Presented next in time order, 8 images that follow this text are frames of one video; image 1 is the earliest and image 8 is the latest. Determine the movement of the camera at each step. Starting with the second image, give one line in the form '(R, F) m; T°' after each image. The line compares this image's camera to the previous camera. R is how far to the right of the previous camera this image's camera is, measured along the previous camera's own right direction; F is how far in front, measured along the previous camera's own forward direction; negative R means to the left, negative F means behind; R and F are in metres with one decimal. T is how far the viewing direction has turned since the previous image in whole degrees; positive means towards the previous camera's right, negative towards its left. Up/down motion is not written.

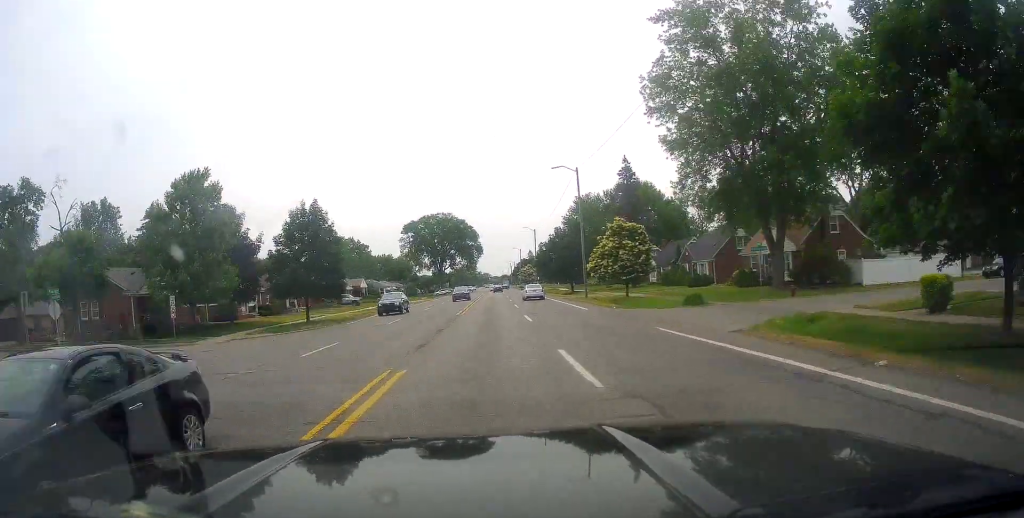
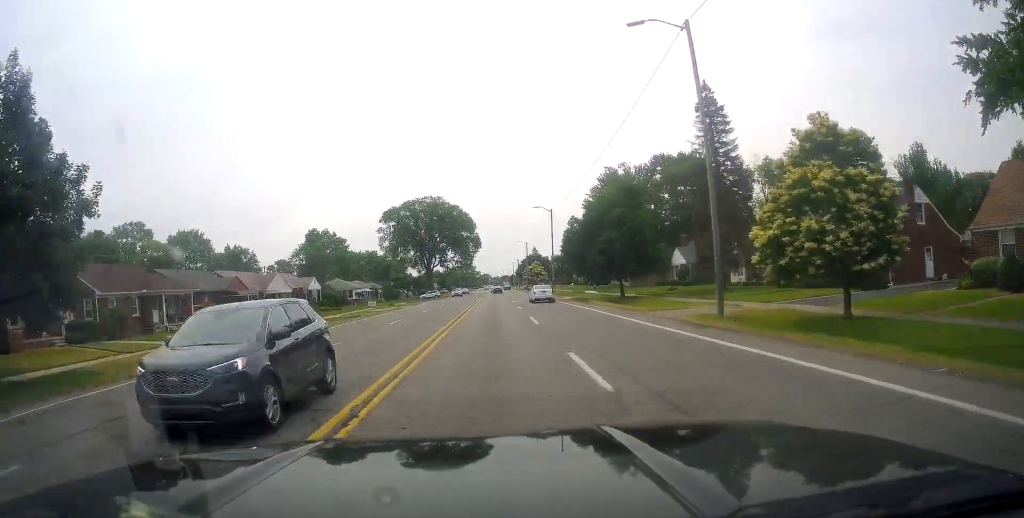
(-0.6, +31.6) m; 0°
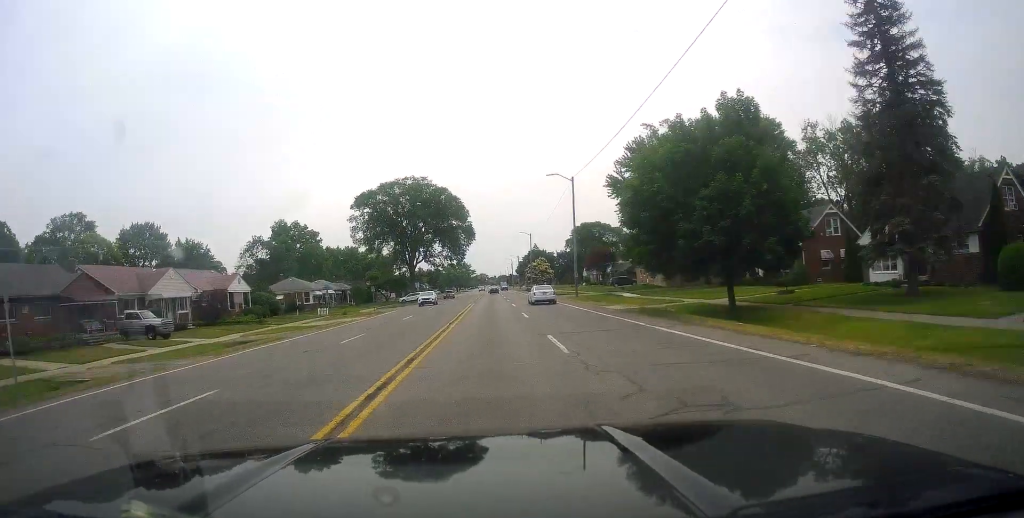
(+0.8, +24.7) m; 0°
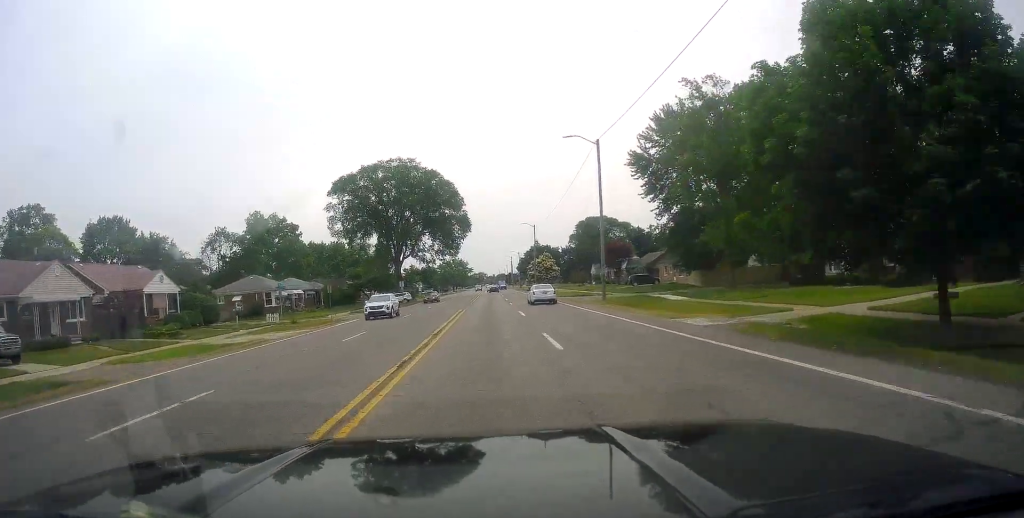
(-0.5, +14.8) m; -1°
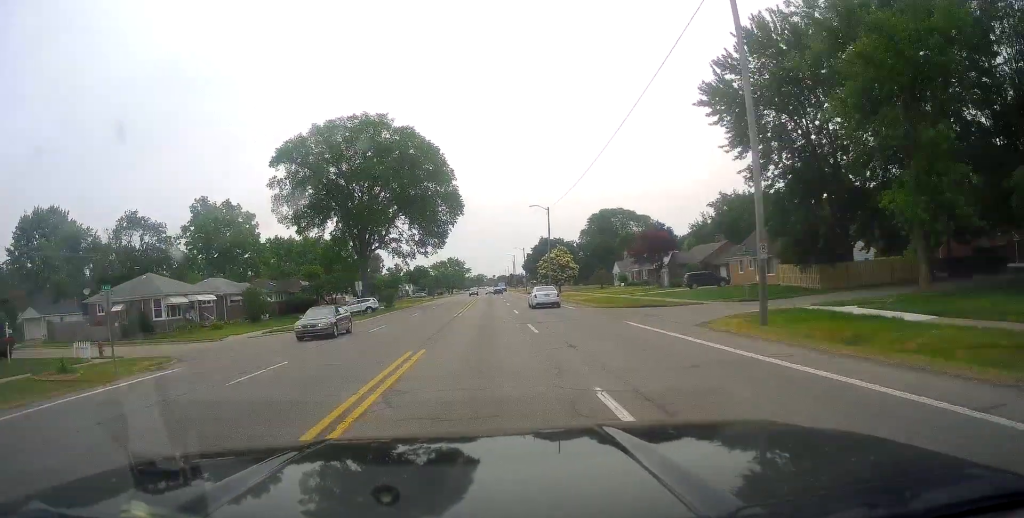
(0.0, +25.4) m; +1°
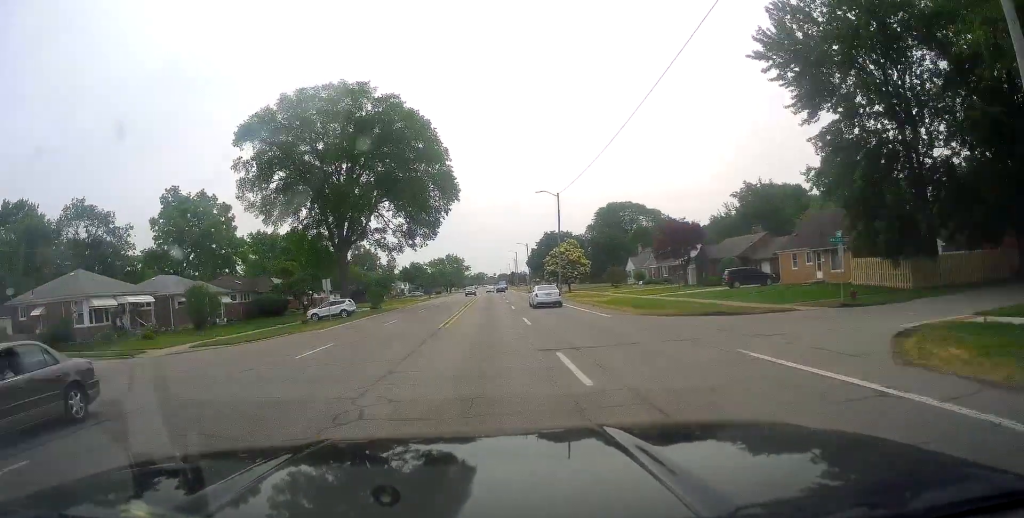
(0.0, +10.7) m; 0°
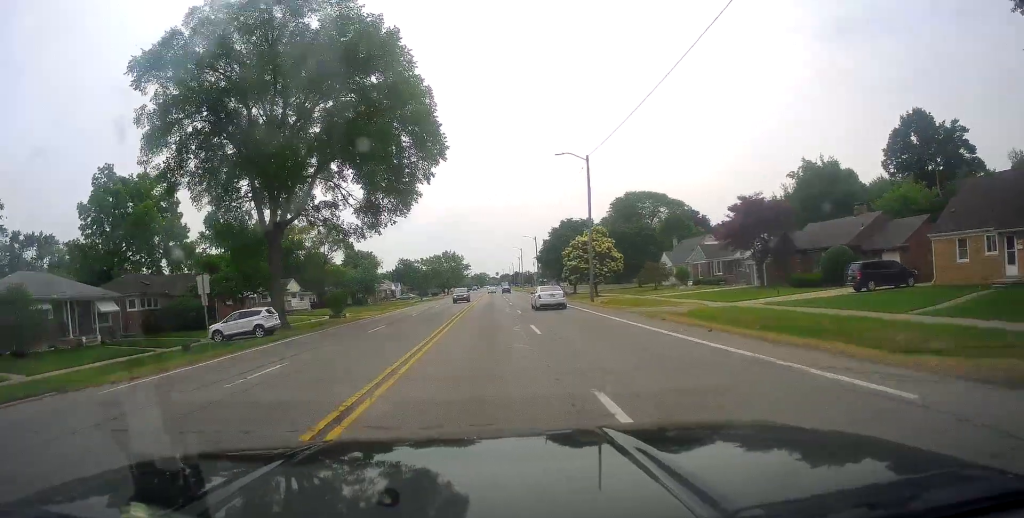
(0.0, +19.4) m; 0°
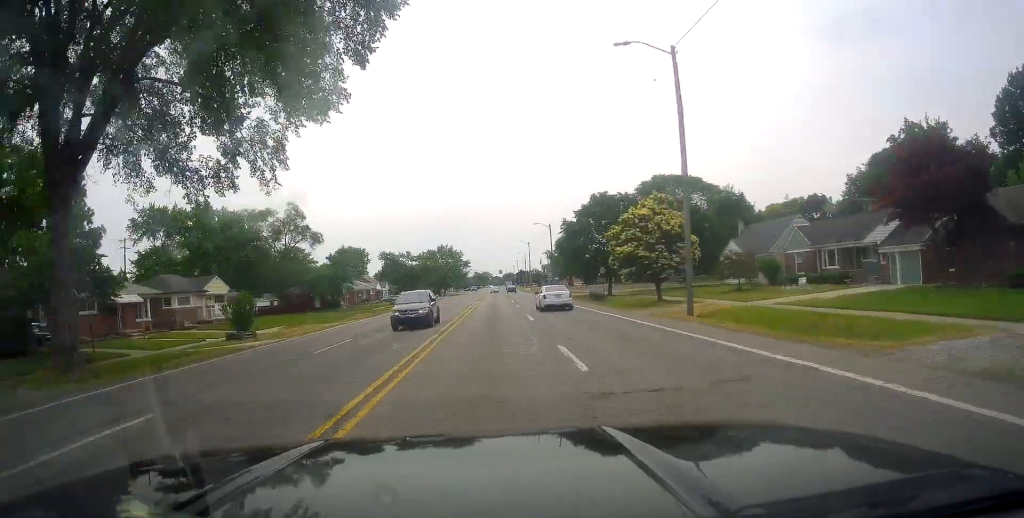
(0.0, +22.9) m; -1°
